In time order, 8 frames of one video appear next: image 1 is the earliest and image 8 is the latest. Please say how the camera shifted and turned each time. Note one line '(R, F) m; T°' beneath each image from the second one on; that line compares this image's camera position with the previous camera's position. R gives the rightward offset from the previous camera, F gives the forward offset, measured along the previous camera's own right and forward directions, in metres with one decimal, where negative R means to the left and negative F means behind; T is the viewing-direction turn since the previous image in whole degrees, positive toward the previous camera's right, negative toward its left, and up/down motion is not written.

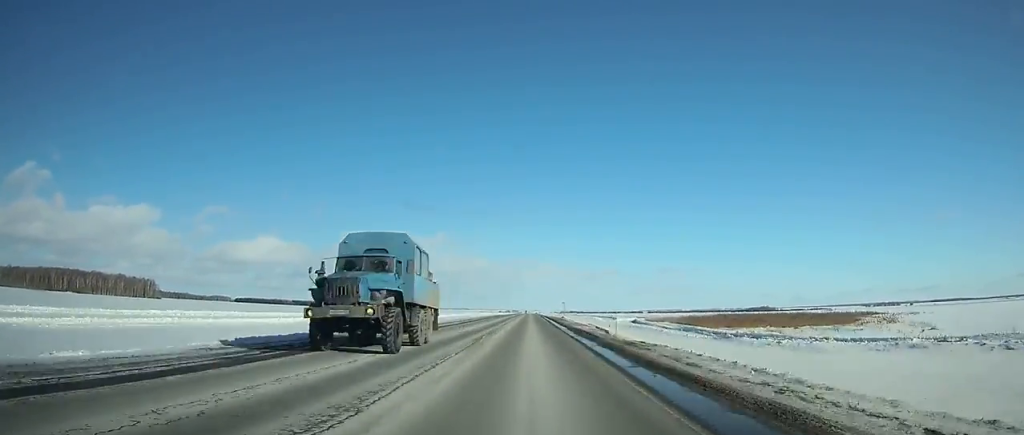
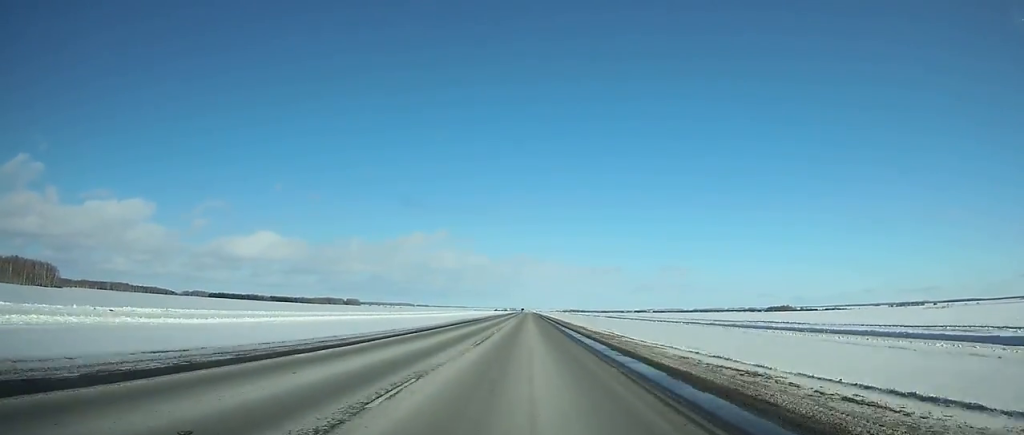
(+0.4, +162.9) m; 0°
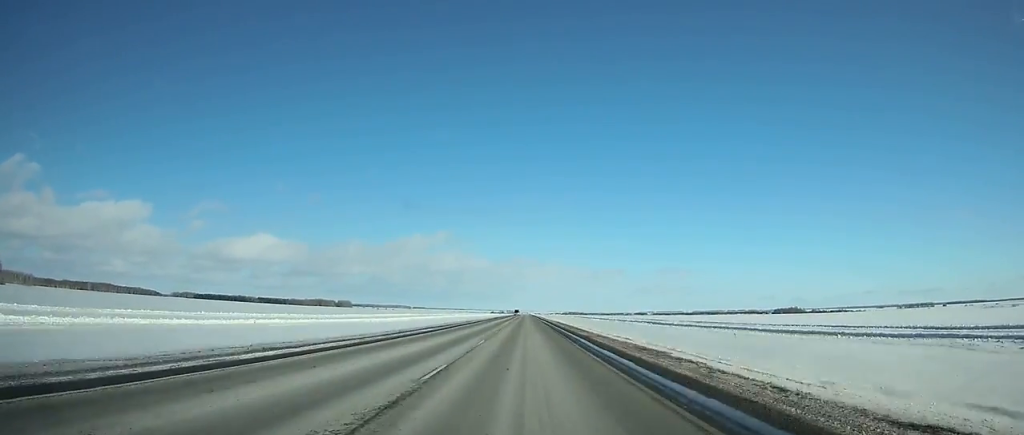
(0.0, +71.6) m; 0°
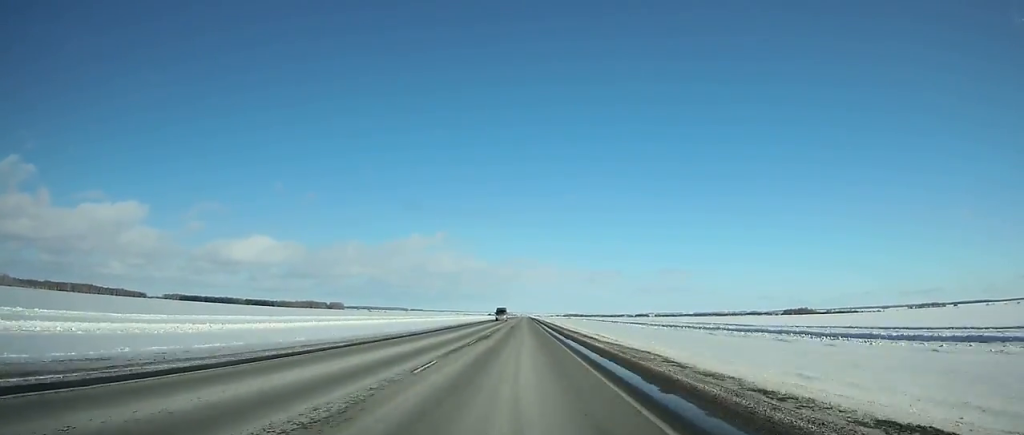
(+0.1, +74.7) m; 0°
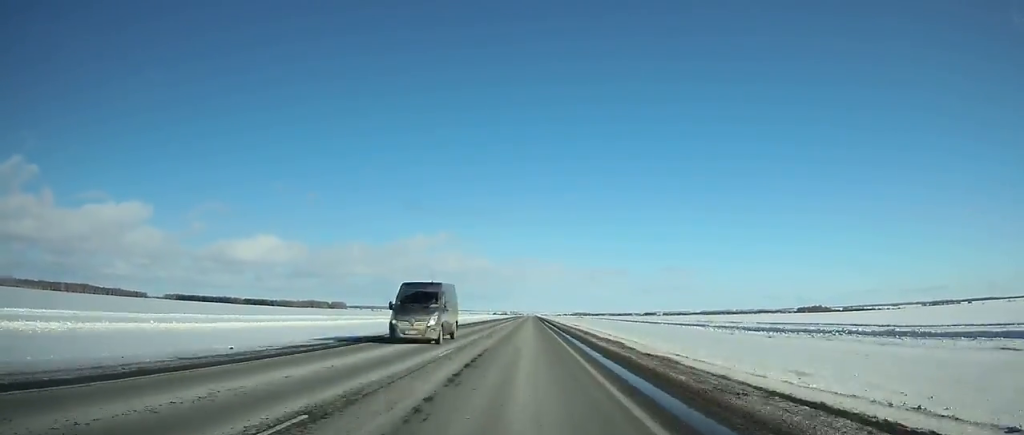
(-0.1, +45.0) m; 0°
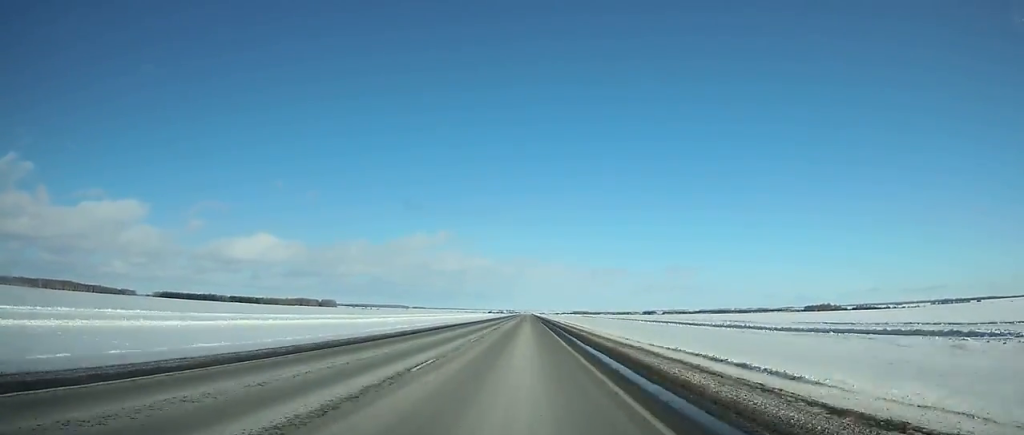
(-0.1, +63.8) m; 0°
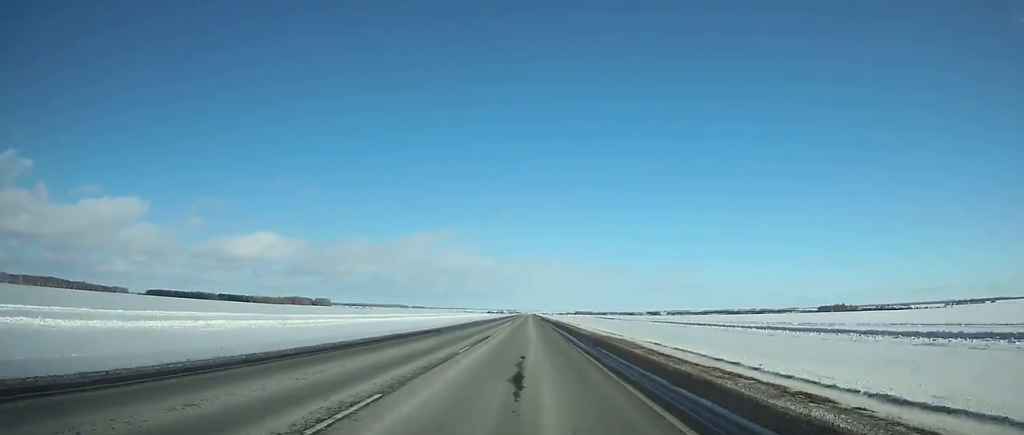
(+0.1, +65.9) m; 0°
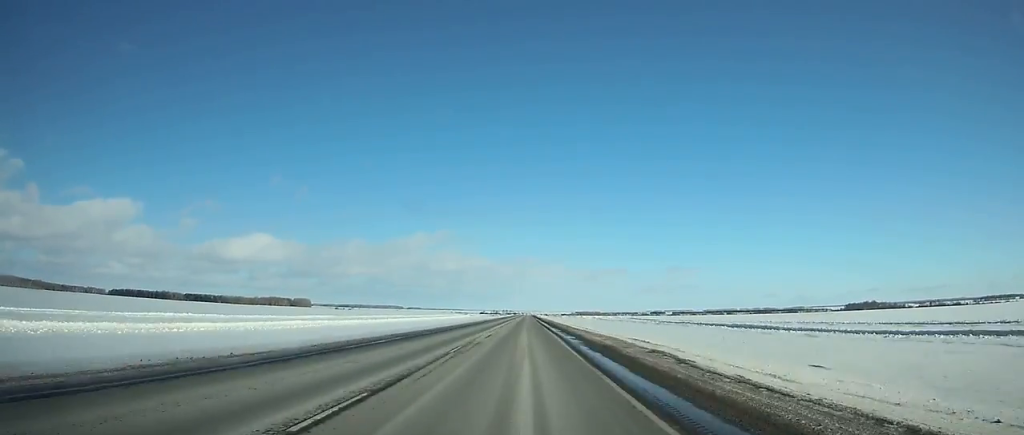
(+0.4, +143.6) m; 0°
